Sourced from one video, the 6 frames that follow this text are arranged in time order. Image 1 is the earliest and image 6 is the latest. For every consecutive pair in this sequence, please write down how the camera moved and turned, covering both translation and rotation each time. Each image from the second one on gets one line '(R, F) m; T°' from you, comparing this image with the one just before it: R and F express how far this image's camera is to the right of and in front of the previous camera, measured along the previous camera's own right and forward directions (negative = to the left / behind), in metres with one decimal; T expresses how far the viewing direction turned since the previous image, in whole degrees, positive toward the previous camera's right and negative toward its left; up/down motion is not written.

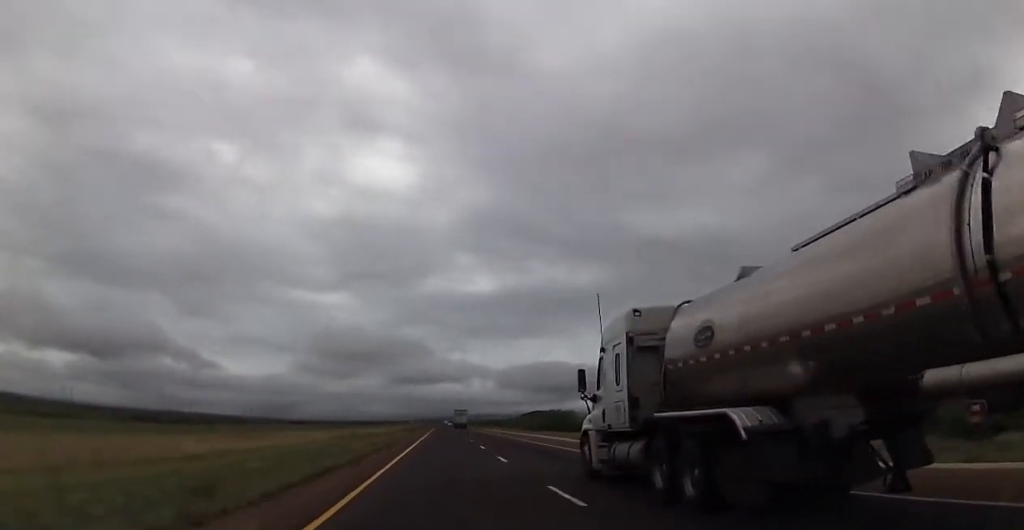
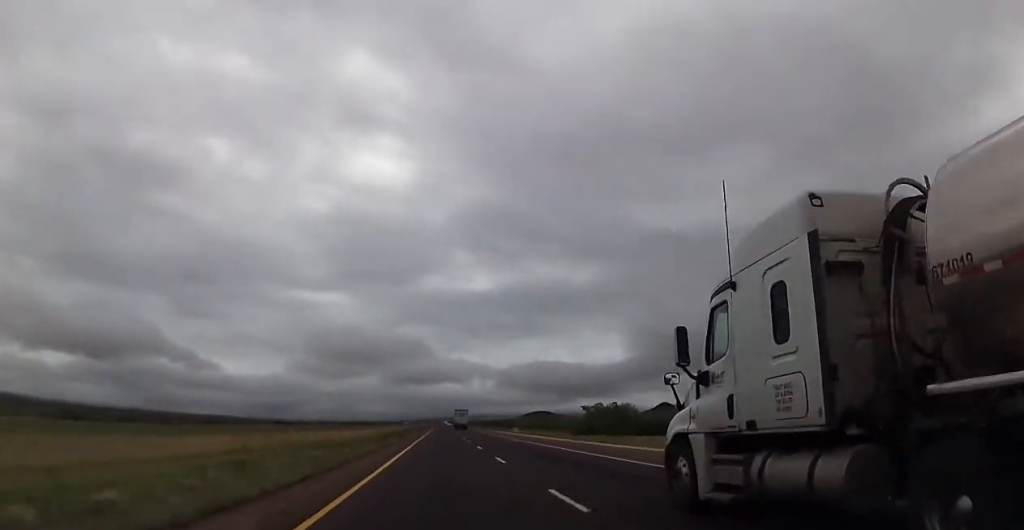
(0.0, +37.2) m; 0°
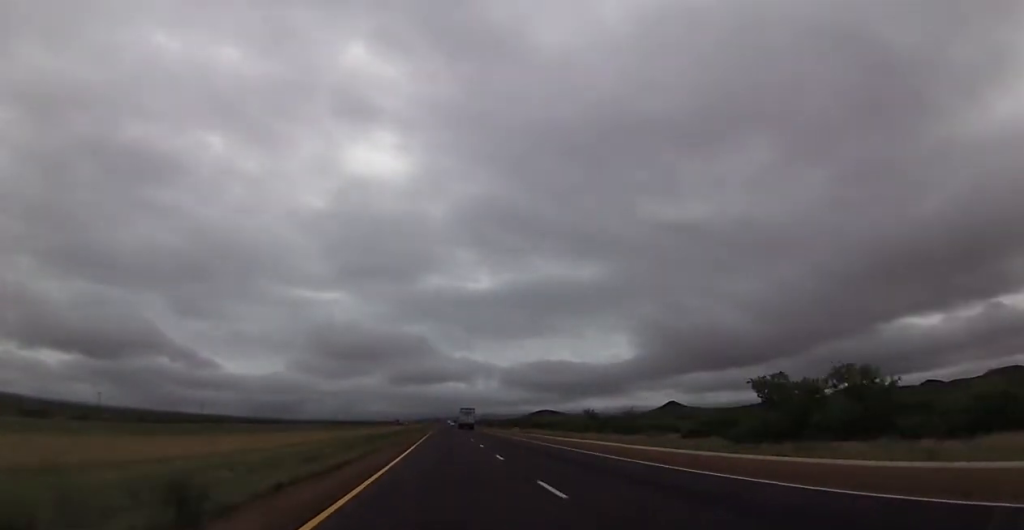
(+0.1, +46.6) m; 0°
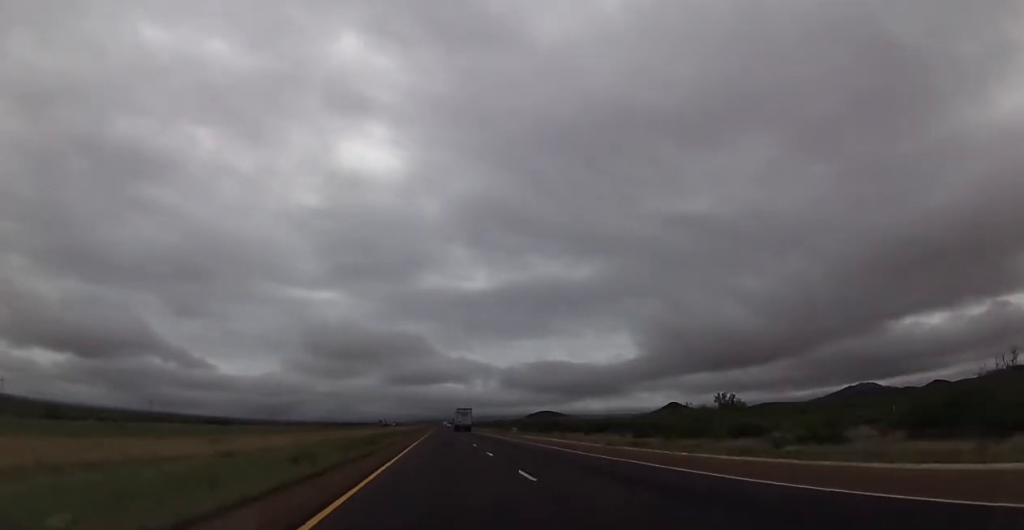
(-0.1, +57.1) m; 0°
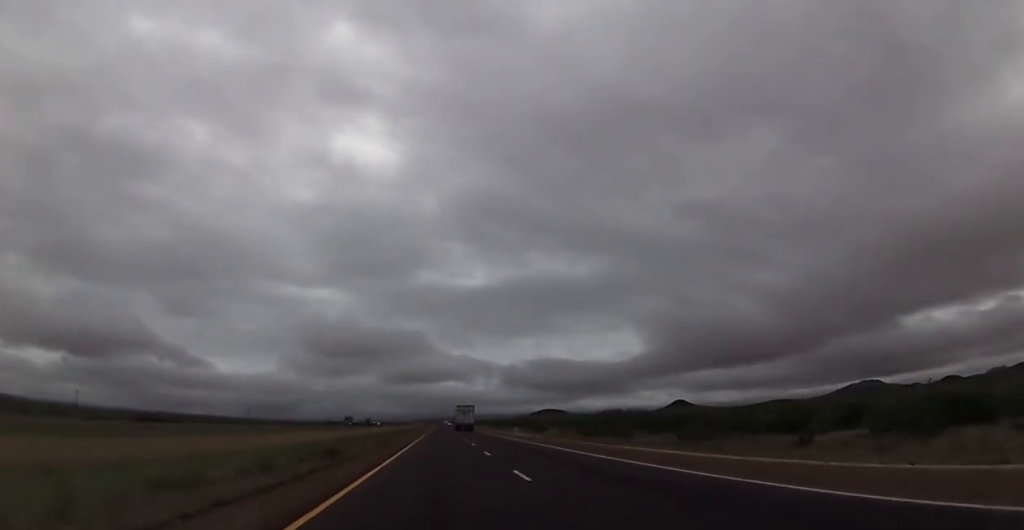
(+0.4, +61.0) m; +1°
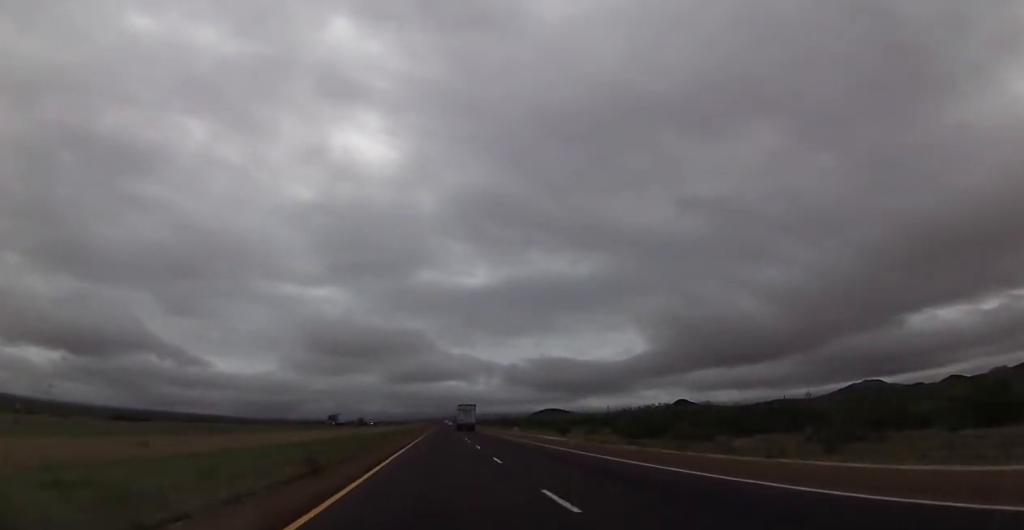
(+0.3, +17.6) m; 0°
